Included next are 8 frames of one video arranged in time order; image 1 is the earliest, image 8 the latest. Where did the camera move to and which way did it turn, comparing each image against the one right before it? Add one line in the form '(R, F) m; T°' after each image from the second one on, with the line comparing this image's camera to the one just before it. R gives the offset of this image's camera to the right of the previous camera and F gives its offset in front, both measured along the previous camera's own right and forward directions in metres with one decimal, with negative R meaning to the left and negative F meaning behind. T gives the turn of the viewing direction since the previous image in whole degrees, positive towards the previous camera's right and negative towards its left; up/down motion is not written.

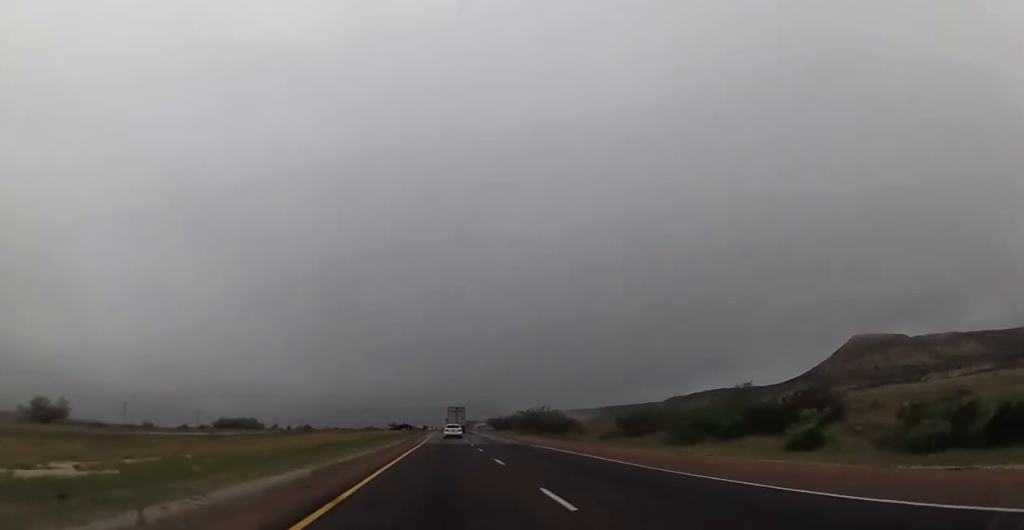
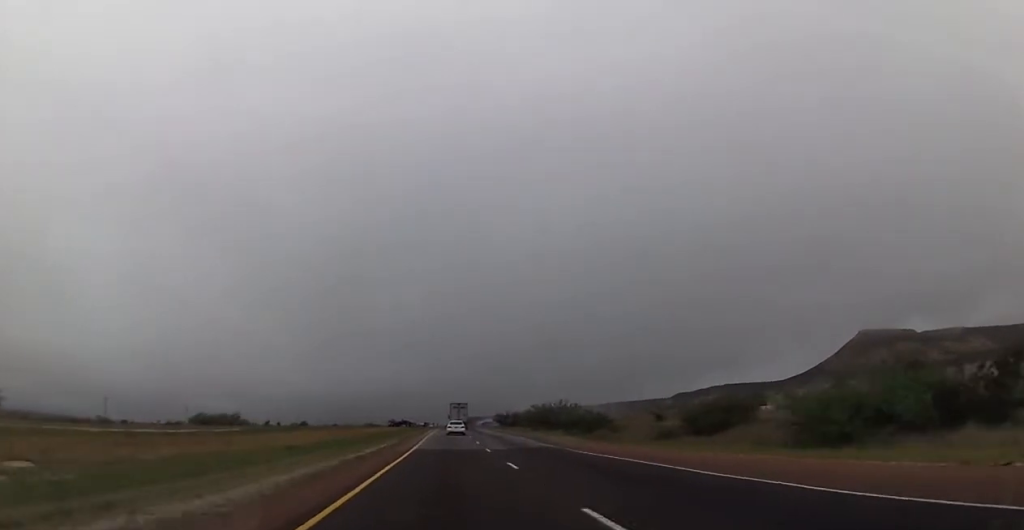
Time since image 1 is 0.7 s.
(-0.1, +16.0) m; -1°
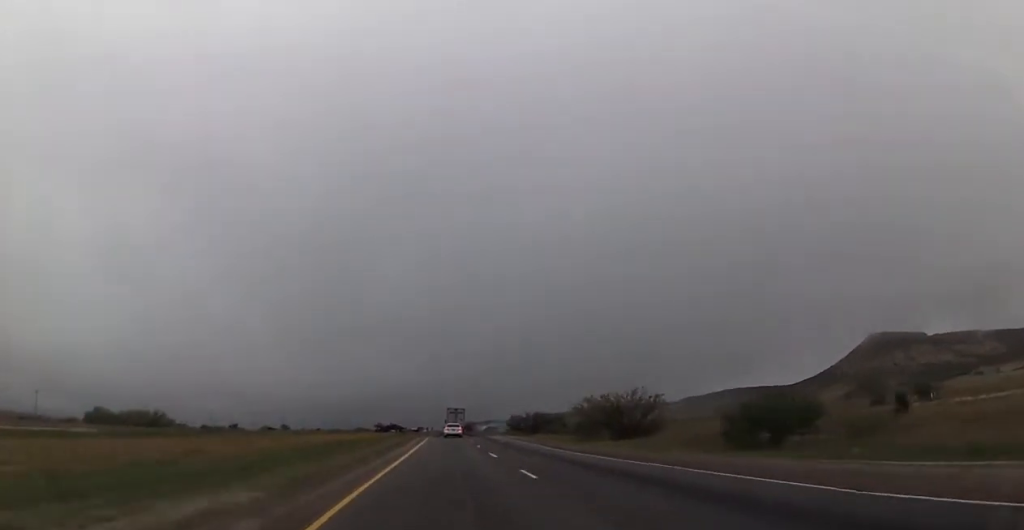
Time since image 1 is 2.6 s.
(+0.2, +40.3) m; +1°
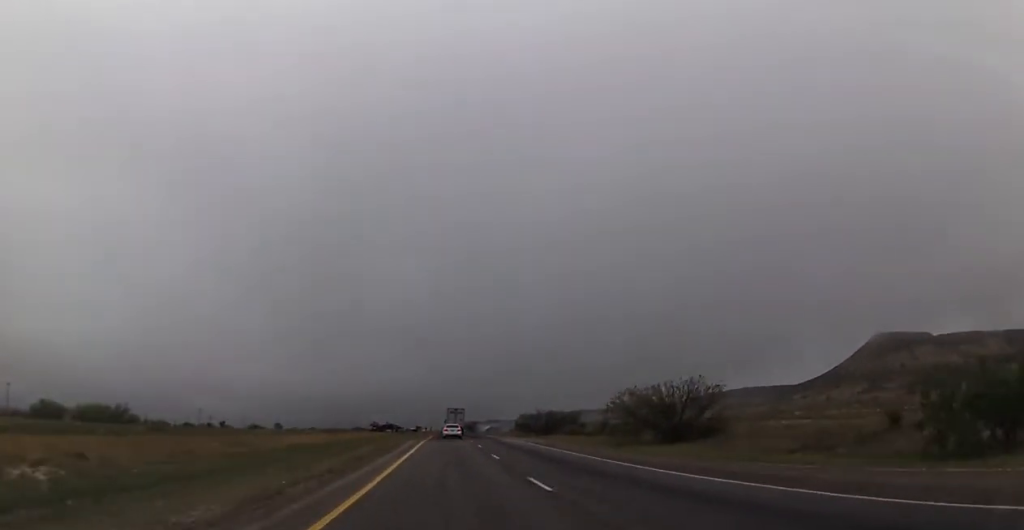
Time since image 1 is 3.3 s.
(0.0, +13.9) m; 0°
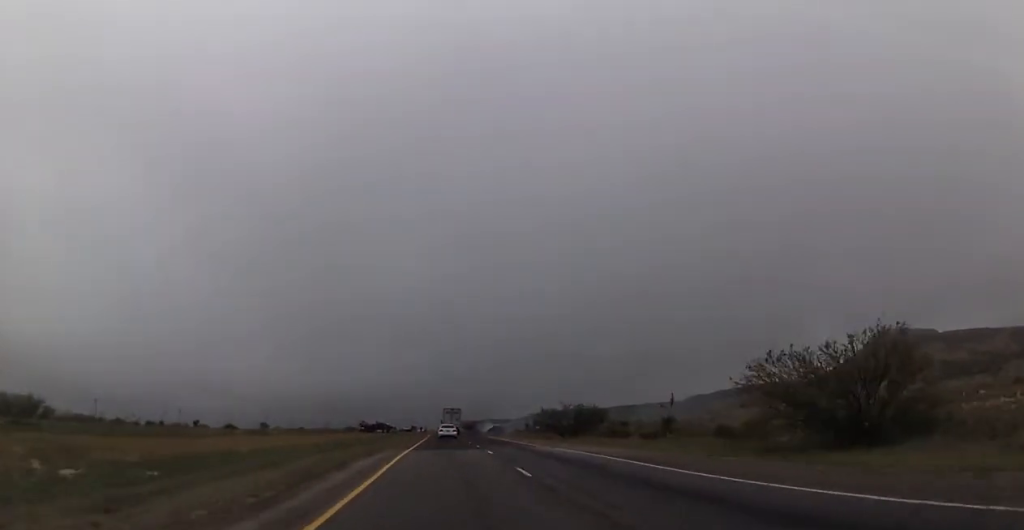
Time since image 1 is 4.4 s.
(-0.1, +22.8) m; 0°
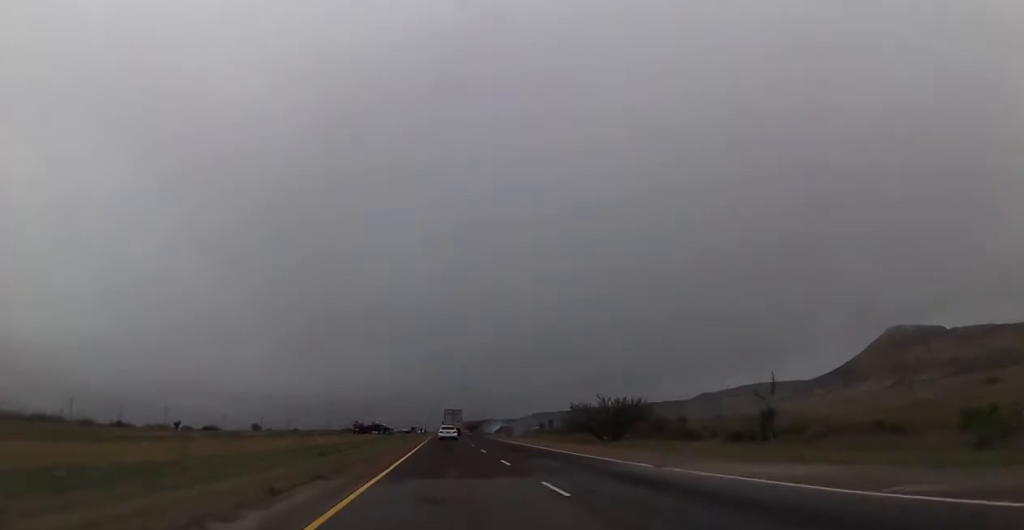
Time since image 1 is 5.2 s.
(0.0, +17.1) m; +1°
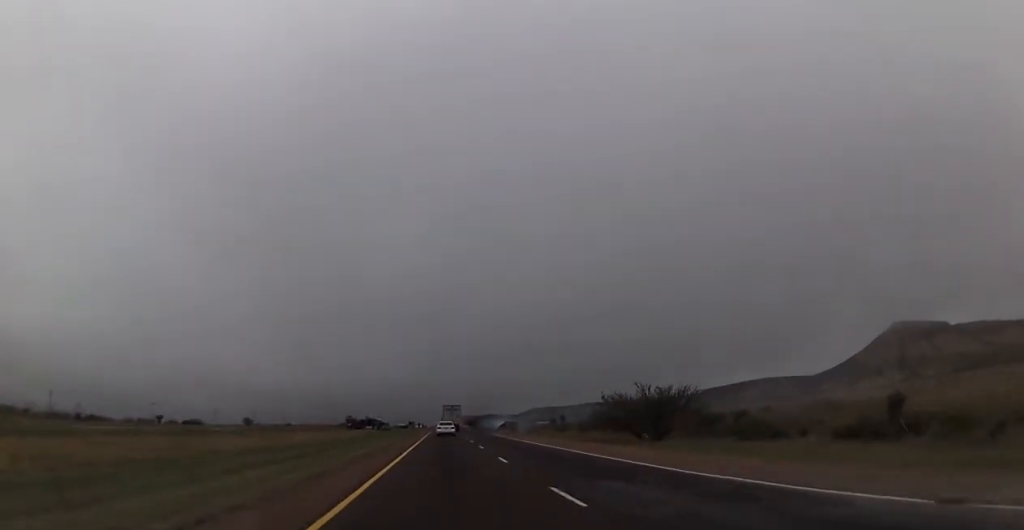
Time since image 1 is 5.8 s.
(+0.2, +12.1) m; 0°
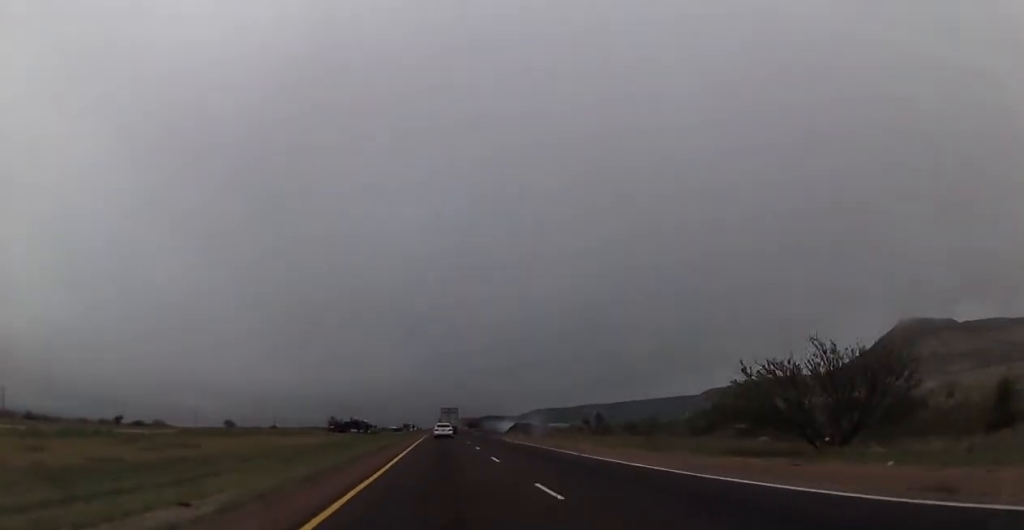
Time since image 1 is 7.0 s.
(-0.1, +23.5) m; -1°
